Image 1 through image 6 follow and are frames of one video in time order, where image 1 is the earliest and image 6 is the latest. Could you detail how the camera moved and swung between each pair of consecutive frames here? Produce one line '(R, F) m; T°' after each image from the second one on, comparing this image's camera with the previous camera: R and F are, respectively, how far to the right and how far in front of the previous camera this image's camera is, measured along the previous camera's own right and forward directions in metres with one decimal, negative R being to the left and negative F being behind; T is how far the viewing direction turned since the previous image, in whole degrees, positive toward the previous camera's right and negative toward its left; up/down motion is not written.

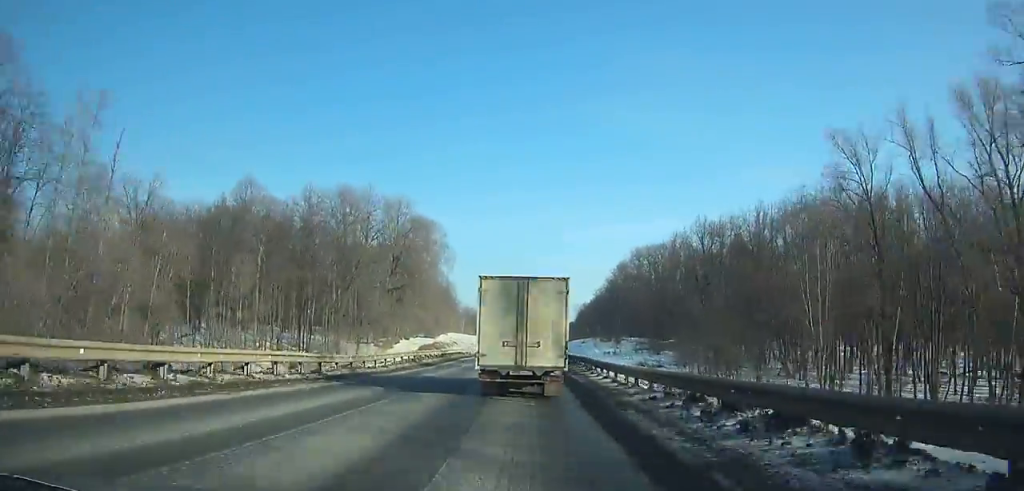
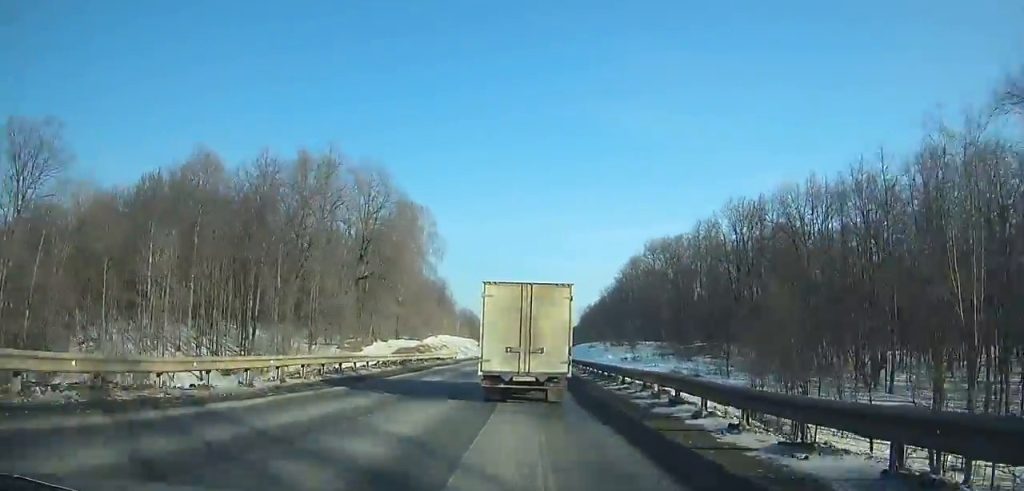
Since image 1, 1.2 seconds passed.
(-0.1, +16.3) m; 0°
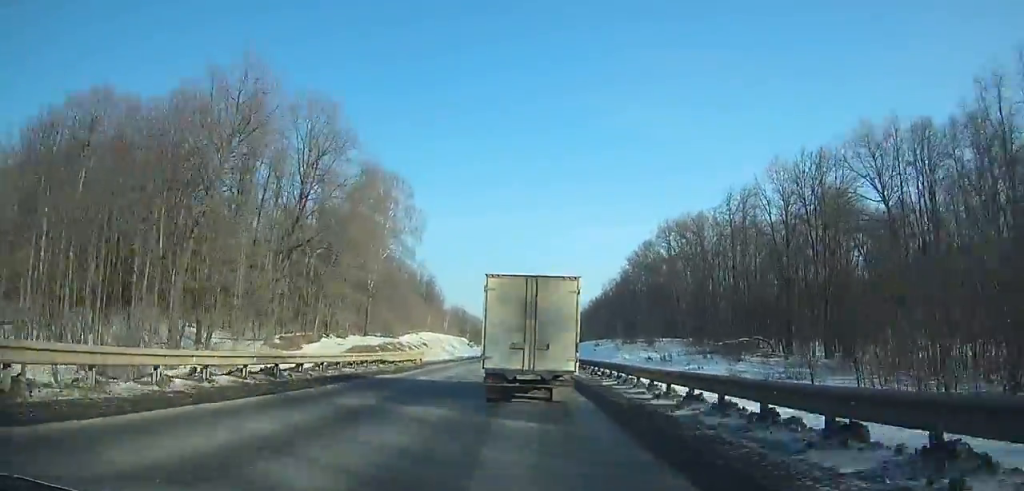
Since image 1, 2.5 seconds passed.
(+0.2, +17.8) m; 0°
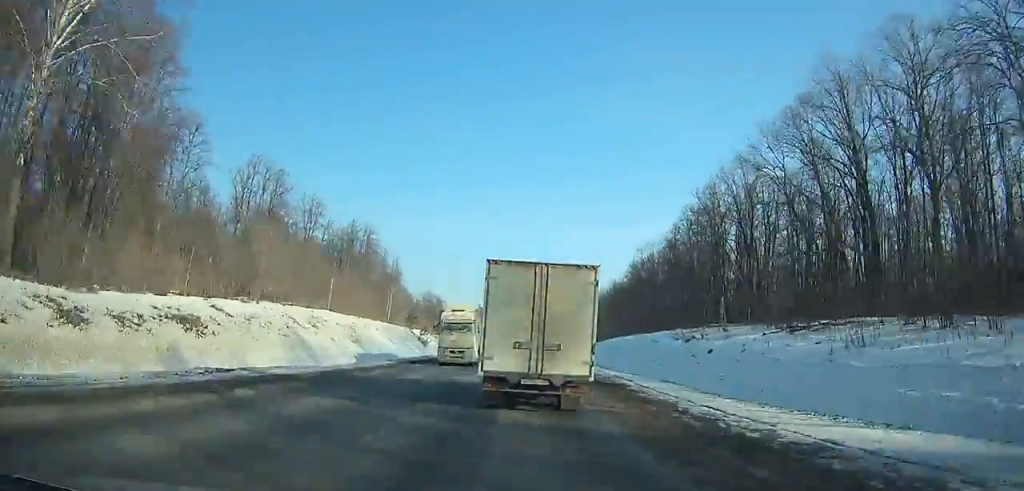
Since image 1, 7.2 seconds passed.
(+0.8, +65.0) m; 0°
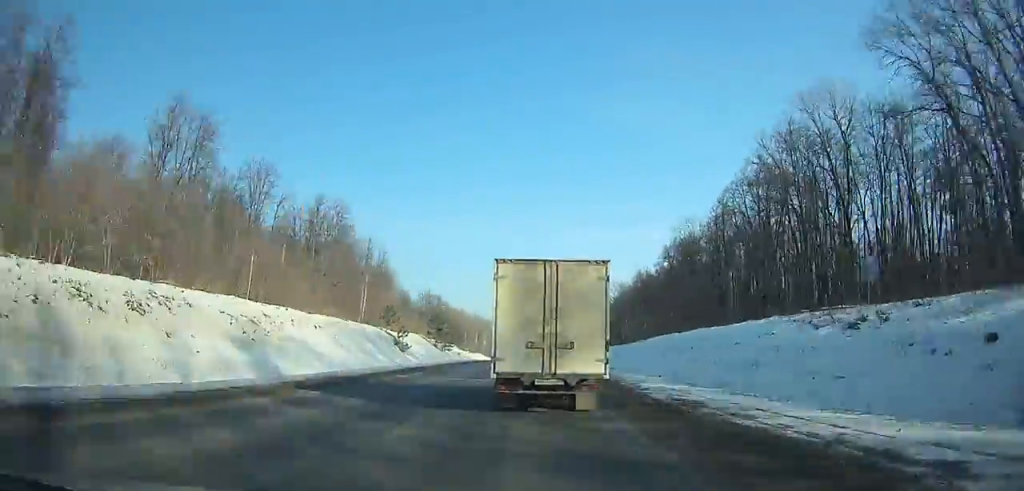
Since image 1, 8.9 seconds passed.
(-0.4, +24.5) m; -1°
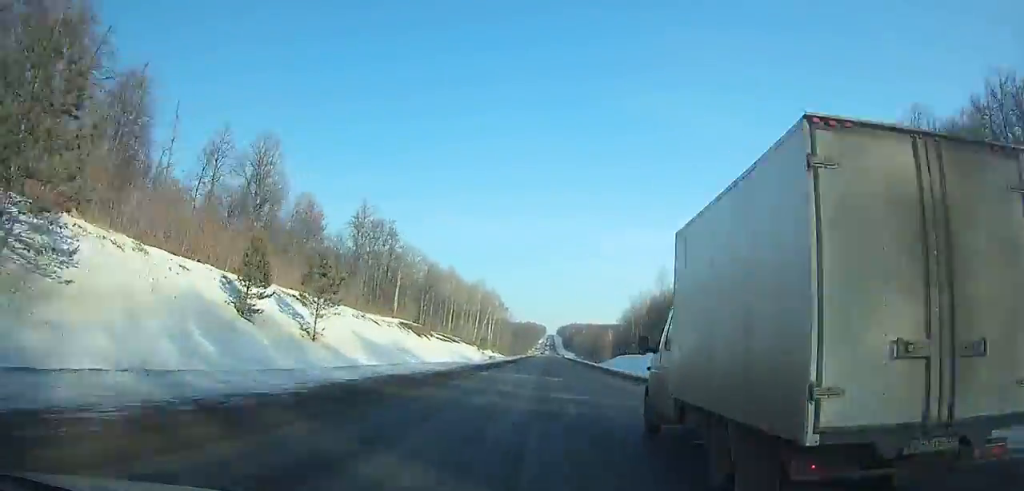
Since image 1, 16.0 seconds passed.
(-2.9, +114.4) m; 0°
